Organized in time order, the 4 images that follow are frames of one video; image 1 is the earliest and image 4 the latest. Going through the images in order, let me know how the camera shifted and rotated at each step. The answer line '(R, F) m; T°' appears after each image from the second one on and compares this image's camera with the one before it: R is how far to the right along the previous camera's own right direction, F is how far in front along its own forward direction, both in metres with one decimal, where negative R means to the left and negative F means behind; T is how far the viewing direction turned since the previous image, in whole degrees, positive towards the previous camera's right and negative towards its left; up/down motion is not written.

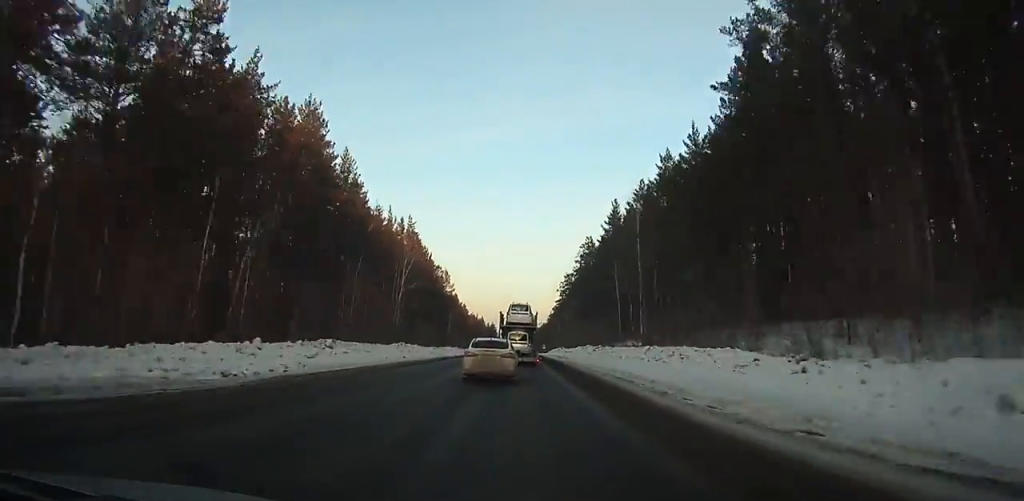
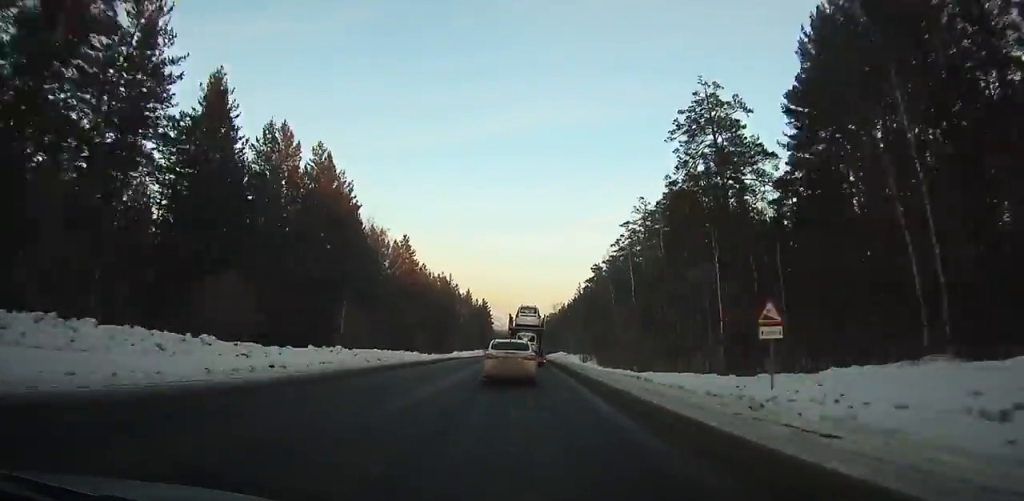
(-0.4, +137.1) m; 0°
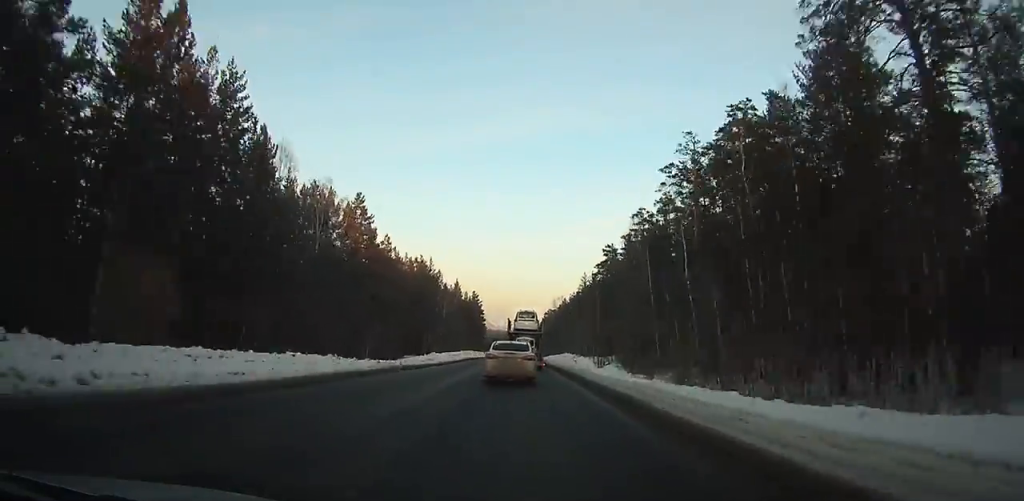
(0.0, +28.4) m; 0°
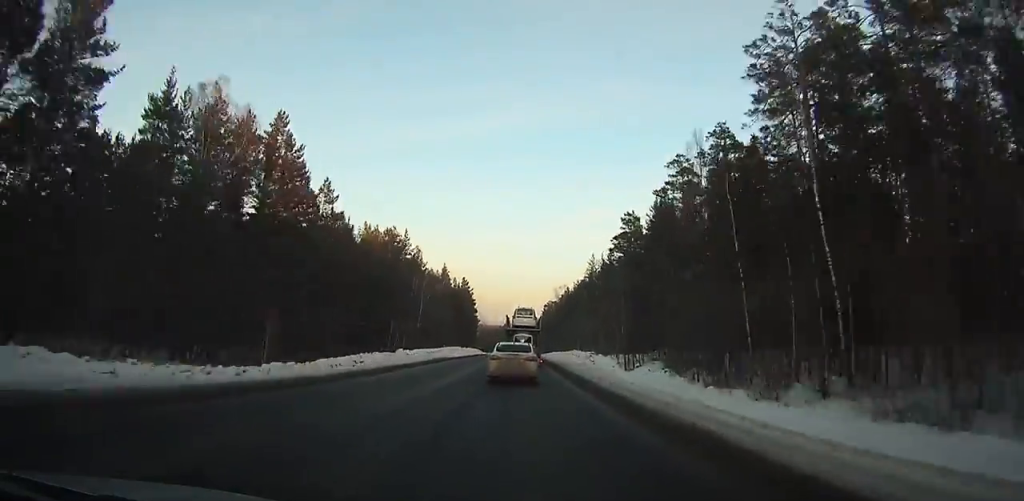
(-0.1, +26.4) m; 0°
